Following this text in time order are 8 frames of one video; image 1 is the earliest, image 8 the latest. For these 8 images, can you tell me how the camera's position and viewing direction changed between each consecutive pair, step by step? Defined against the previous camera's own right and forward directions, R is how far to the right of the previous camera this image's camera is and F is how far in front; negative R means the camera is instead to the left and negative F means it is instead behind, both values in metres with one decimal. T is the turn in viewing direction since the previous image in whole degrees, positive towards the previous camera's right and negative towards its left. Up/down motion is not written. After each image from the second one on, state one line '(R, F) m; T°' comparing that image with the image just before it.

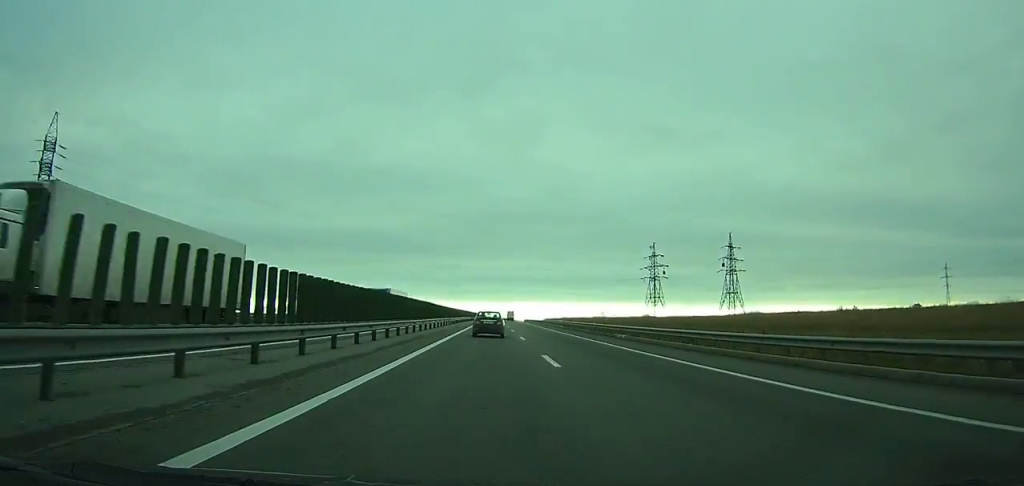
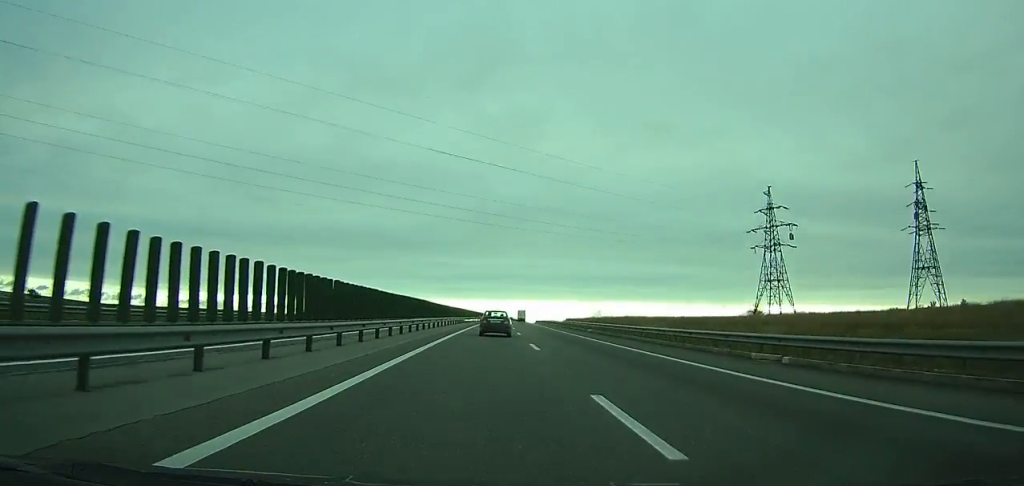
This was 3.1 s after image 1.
(+0.2, +87.5) m; 0°
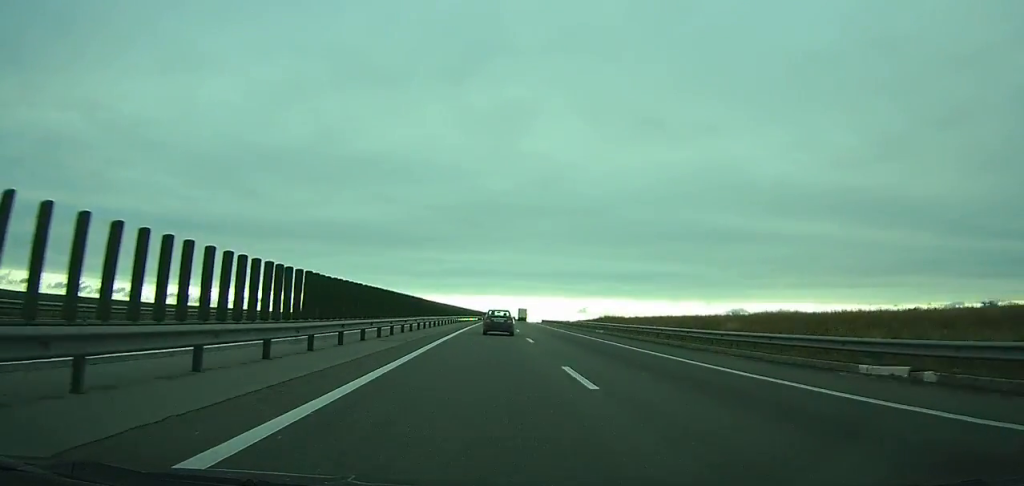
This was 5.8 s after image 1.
(+0.3, +76.3) m; +1°
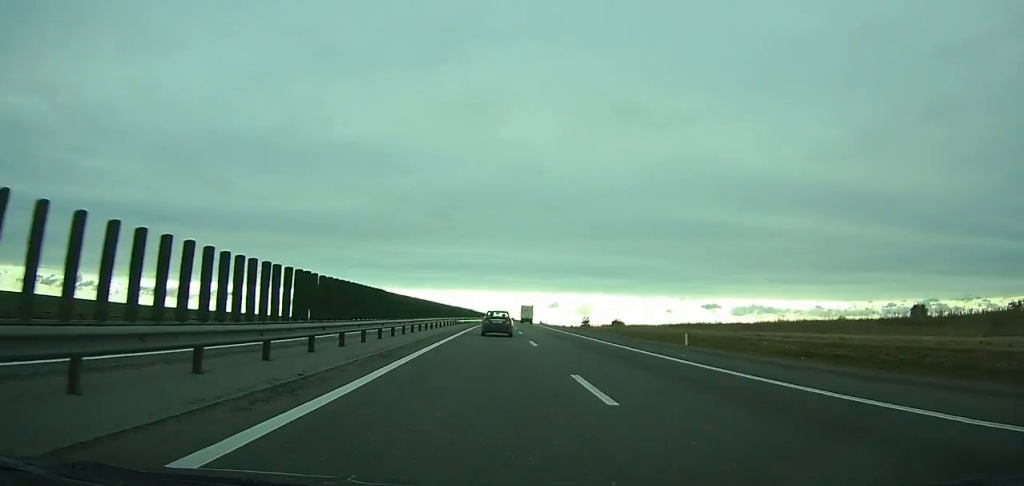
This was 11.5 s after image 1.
(+4.9, +162.0) m; +3°
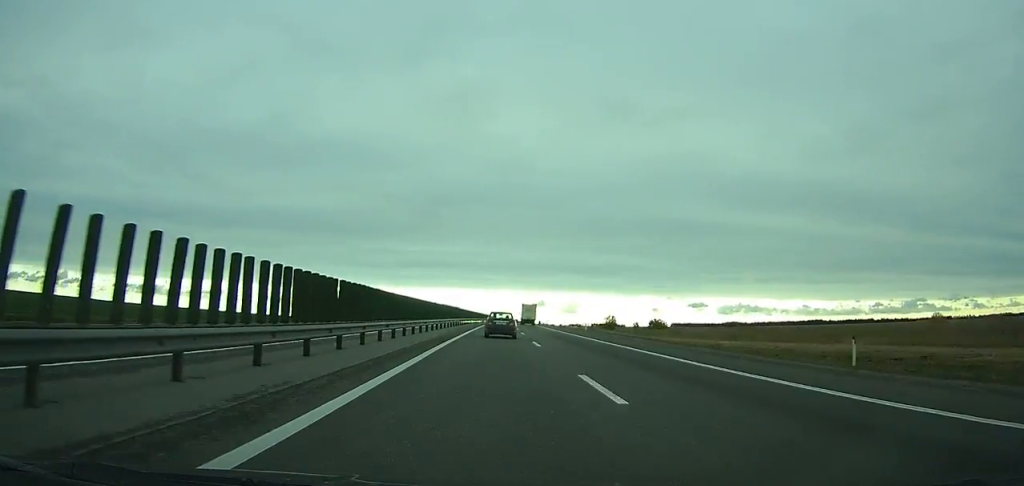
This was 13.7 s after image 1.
(+0.6, +63.2) m; +1°
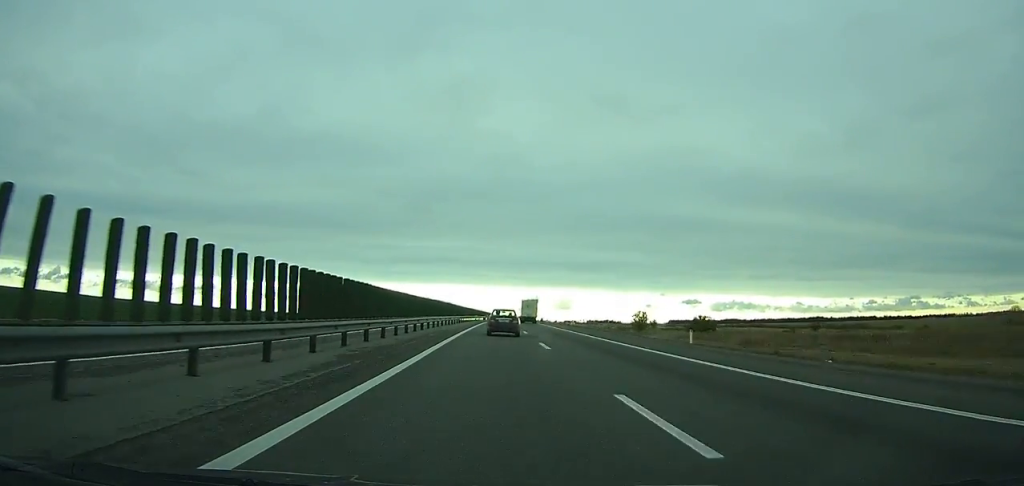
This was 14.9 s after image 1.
(-0.1, +34.6) m; +1°
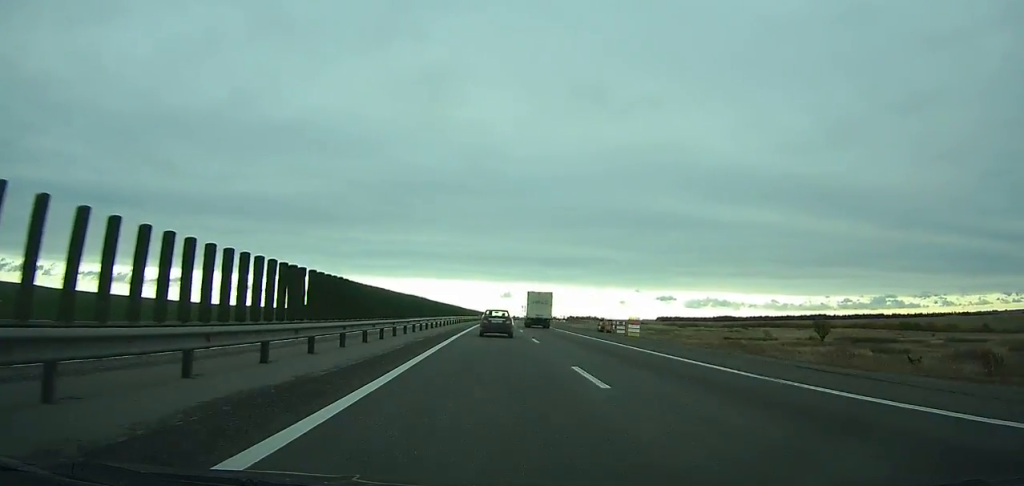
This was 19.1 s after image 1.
(+2.9, +122.1) m; +3°
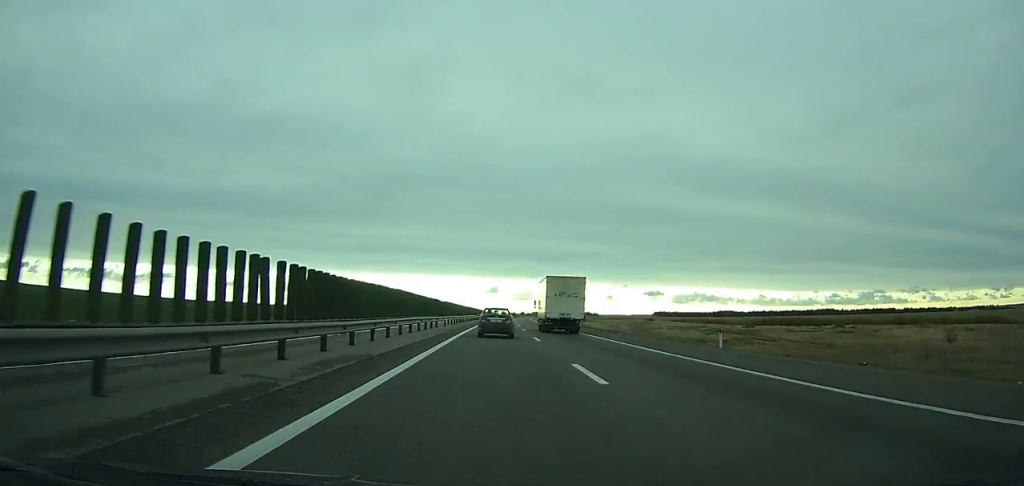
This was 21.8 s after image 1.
(+1.2, +78.9) m; +2°
